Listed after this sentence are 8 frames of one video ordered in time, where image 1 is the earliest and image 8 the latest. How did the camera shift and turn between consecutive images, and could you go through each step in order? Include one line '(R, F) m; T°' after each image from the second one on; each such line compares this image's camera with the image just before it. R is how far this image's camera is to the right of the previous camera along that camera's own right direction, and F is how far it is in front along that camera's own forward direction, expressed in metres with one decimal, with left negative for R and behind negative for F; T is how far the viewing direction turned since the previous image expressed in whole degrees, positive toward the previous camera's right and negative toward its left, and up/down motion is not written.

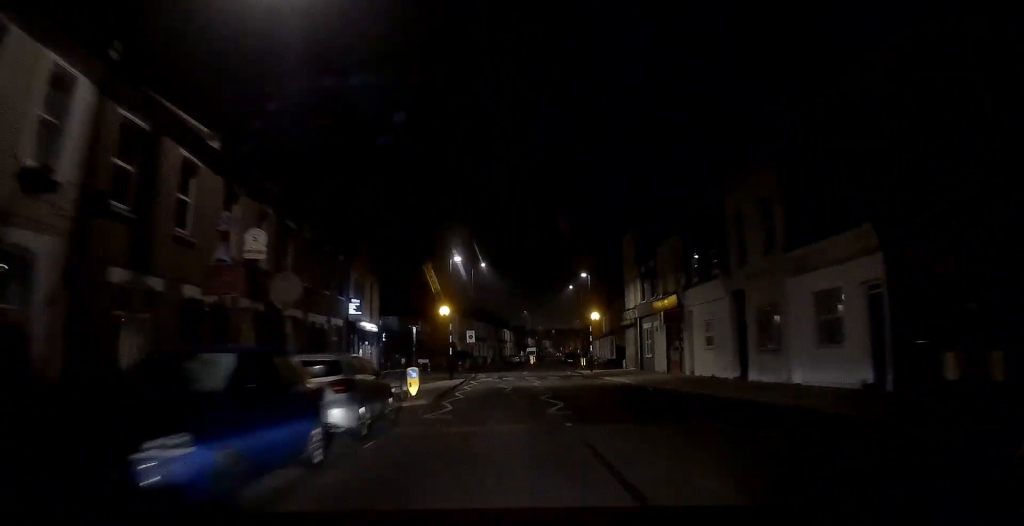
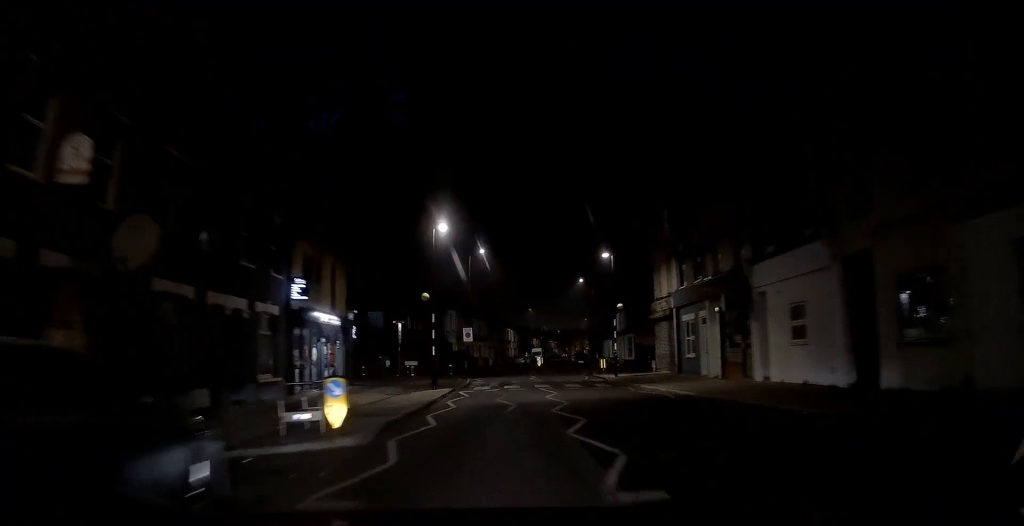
(0.0, +8.3) m; -1°
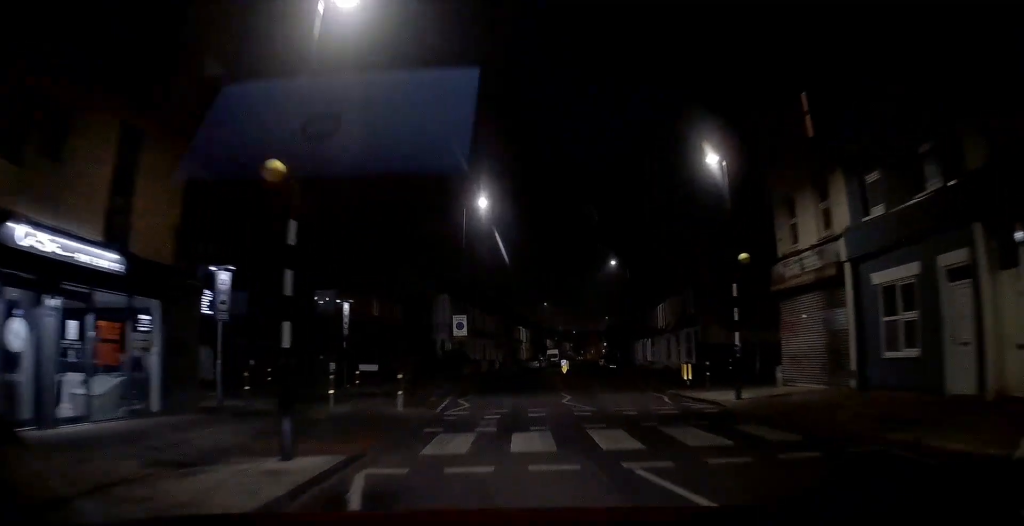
(-0.2, +16.1) m; -1°
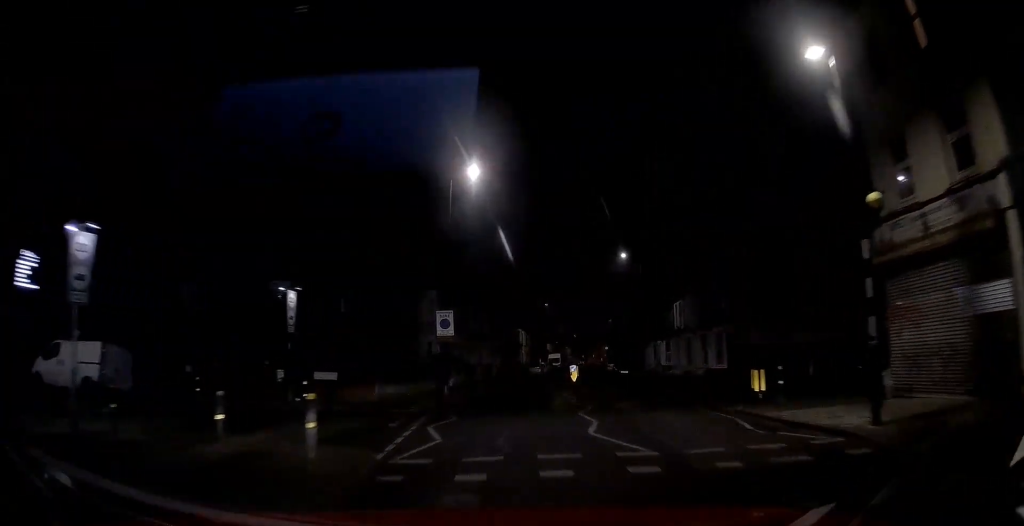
(0.0, +6.4) m; 0°
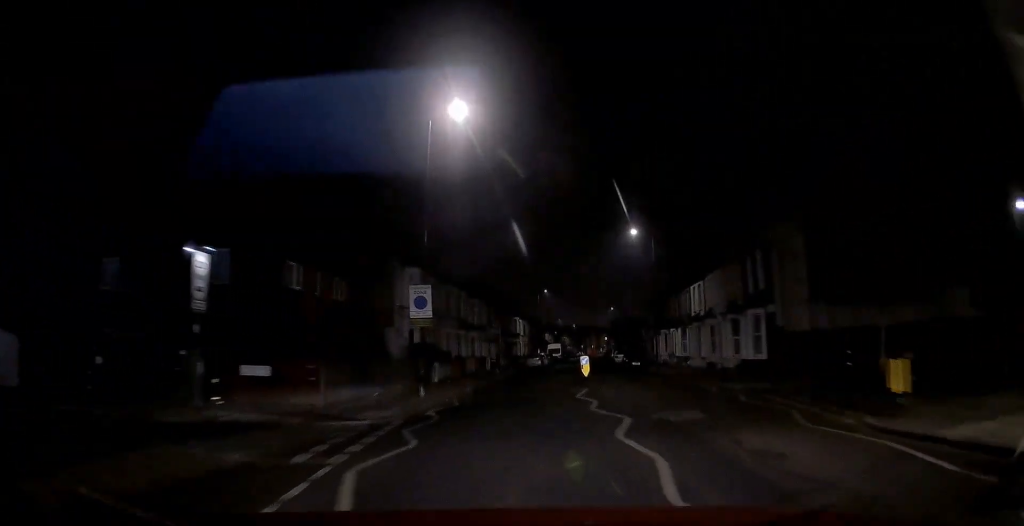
(0.0, +6.0) m; 0°
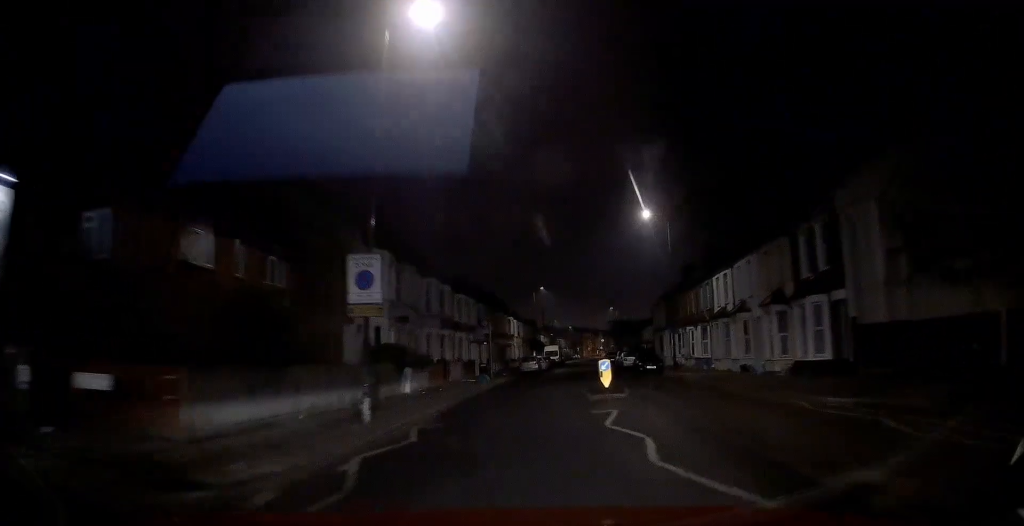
(0.0, +6.8) m; 0°
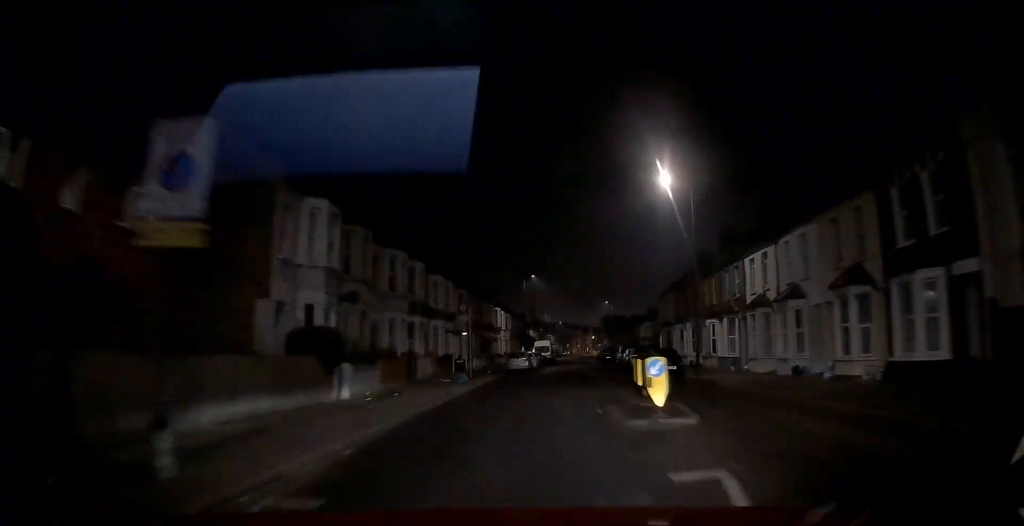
(+0.1, +7.6) m; +1°
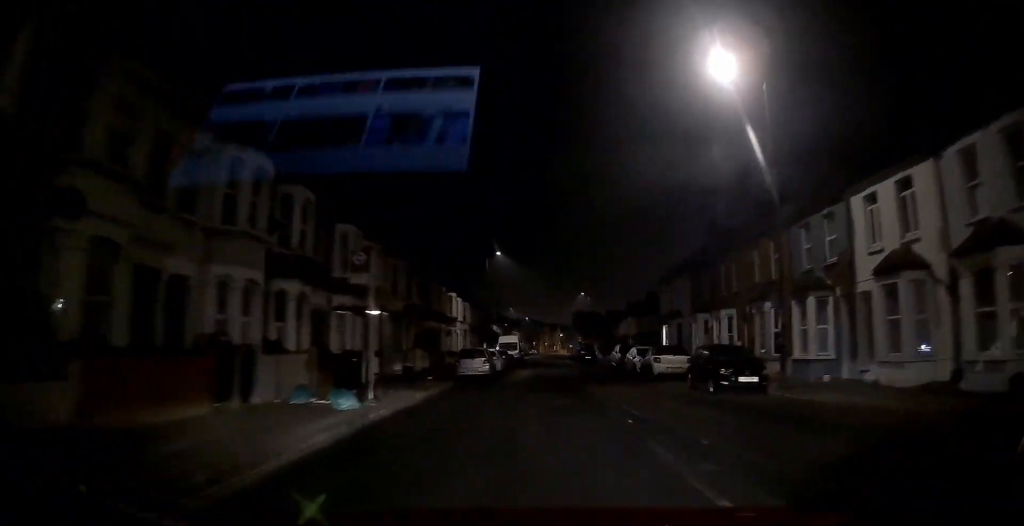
(+0.3, +13.9) m; +3°
